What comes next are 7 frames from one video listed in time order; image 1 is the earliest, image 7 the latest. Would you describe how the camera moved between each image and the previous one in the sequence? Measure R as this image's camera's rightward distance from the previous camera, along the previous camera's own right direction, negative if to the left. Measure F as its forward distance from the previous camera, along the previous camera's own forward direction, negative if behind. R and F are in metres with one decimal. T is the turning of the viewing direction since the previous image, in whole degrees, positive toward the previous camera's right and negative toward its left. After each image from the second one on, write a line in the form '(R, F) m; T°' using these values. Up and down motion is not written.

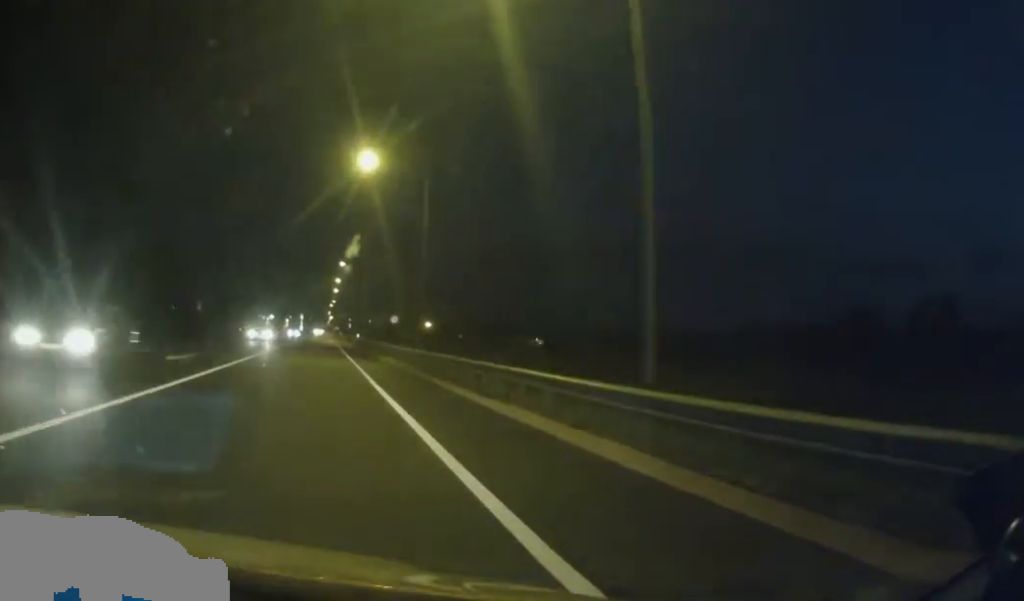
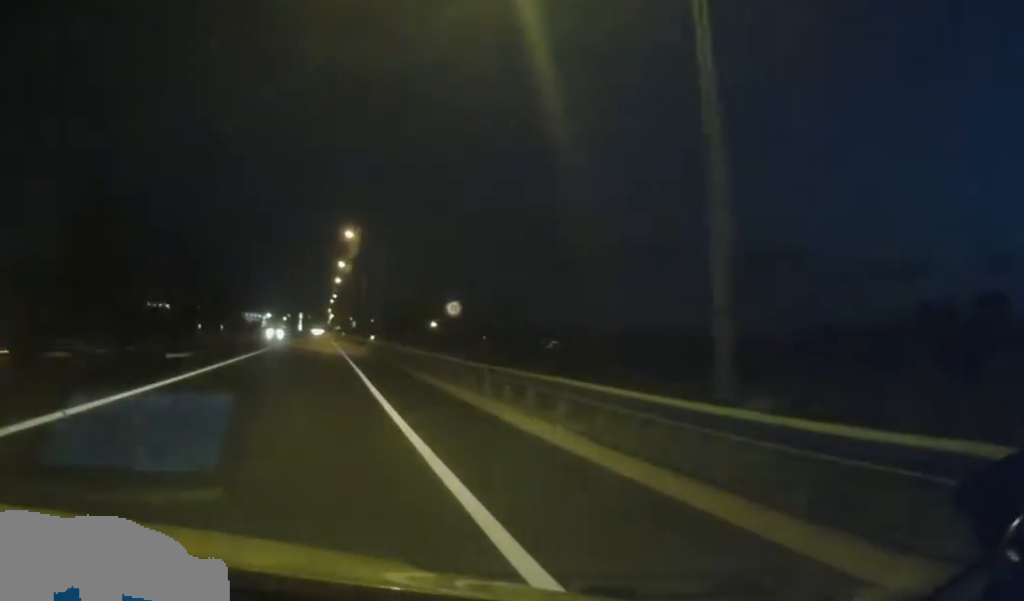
(+0.1, +29.3) m; 0°
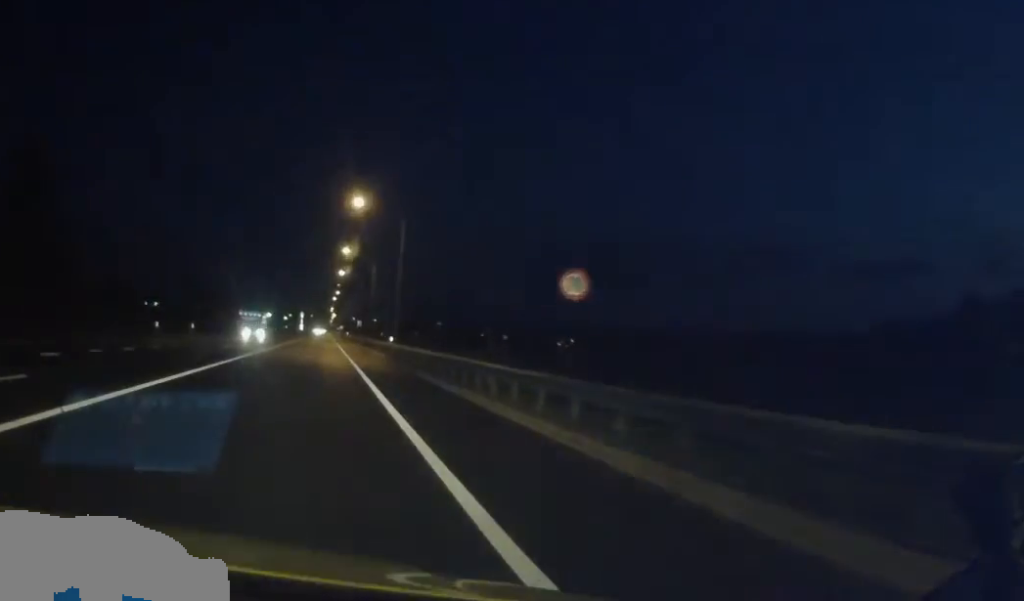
(-0.1, +16.7) m; 0°
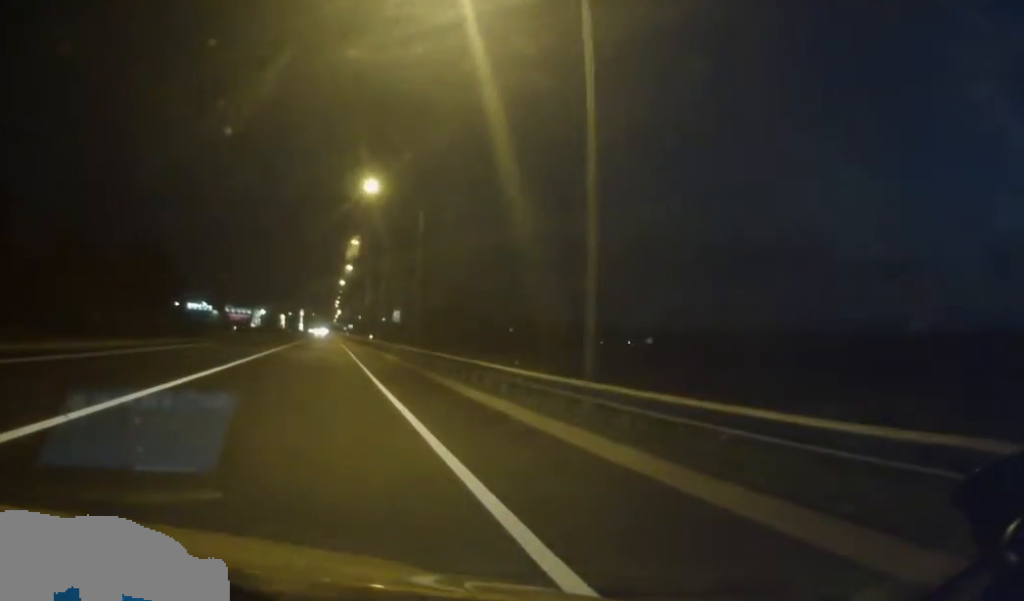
(-0.2, +68.0) m; -1°
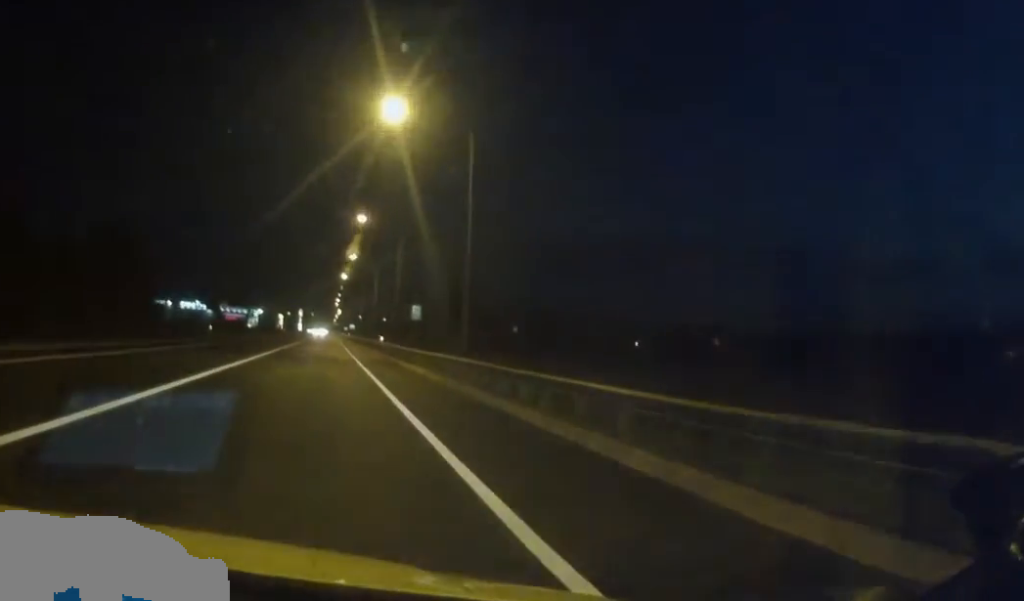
(-0.1, +15.9) m; 0°
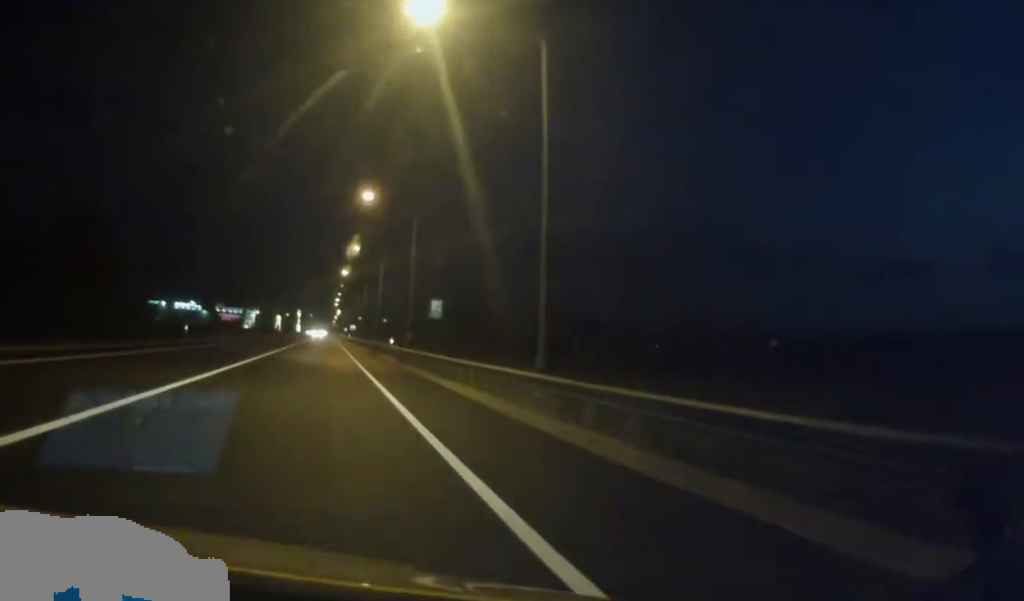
(+0.1, +10.3) m; 0°
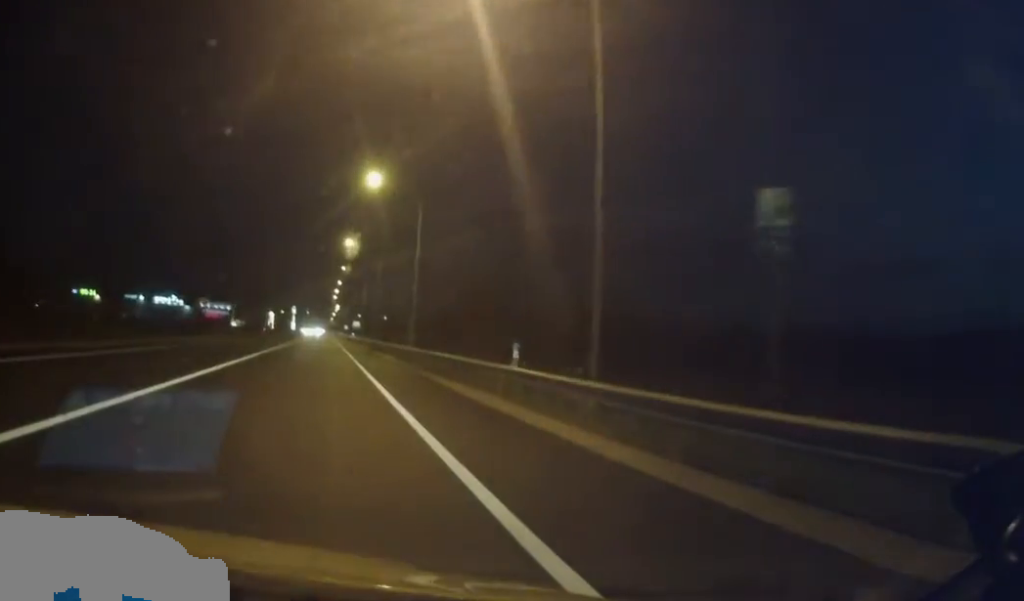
(-0.1, +33.9) m; 0°
